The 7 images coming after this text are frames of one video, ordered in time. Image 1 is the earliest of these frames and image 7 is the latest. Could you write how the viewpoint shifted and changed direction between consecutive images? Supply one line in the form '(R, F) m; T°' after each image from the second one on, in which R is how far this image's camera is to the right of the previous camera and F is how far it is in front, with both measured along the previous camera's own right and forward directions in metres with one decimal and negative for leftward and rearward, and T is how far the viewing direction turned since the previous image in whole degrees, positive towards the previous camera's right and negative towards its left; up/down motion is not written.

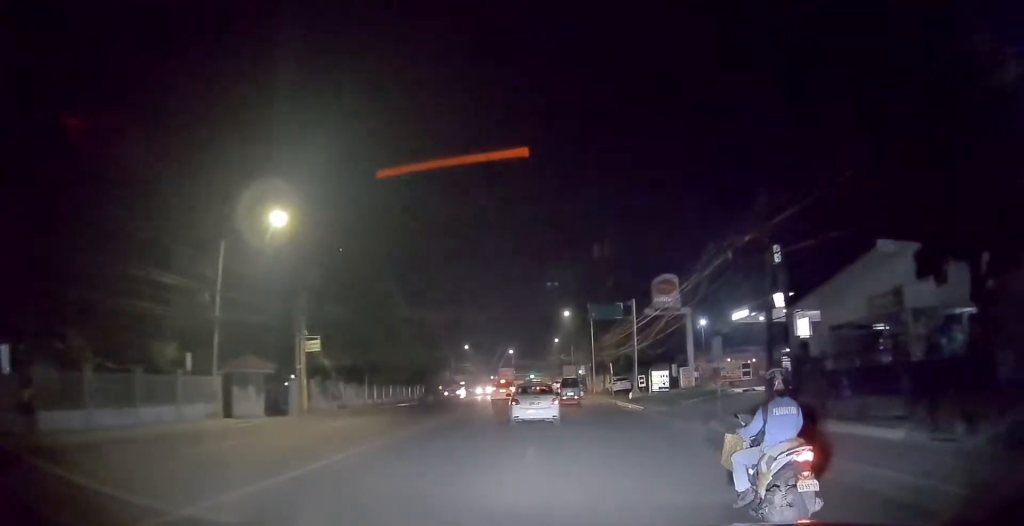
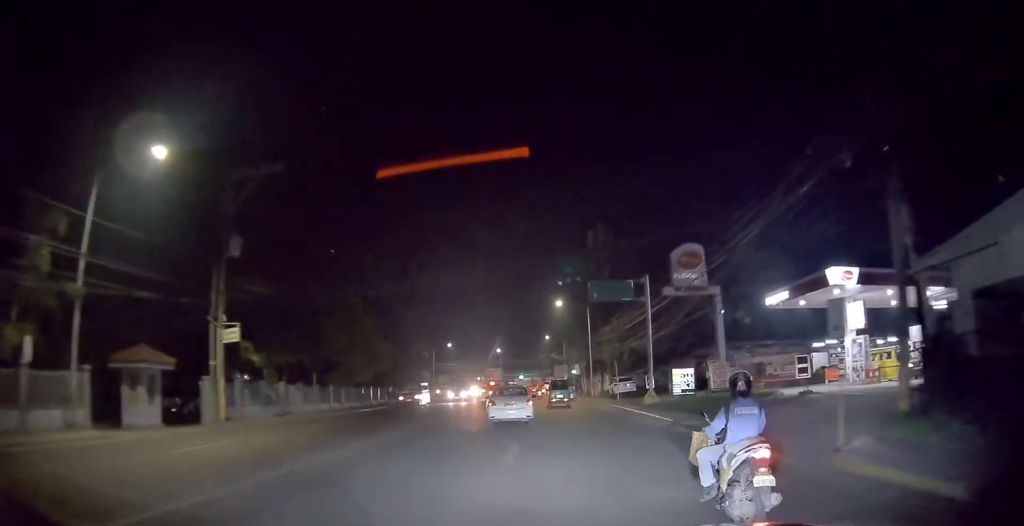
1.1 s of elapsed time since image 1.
(+0.2, +9.1) m; +1°
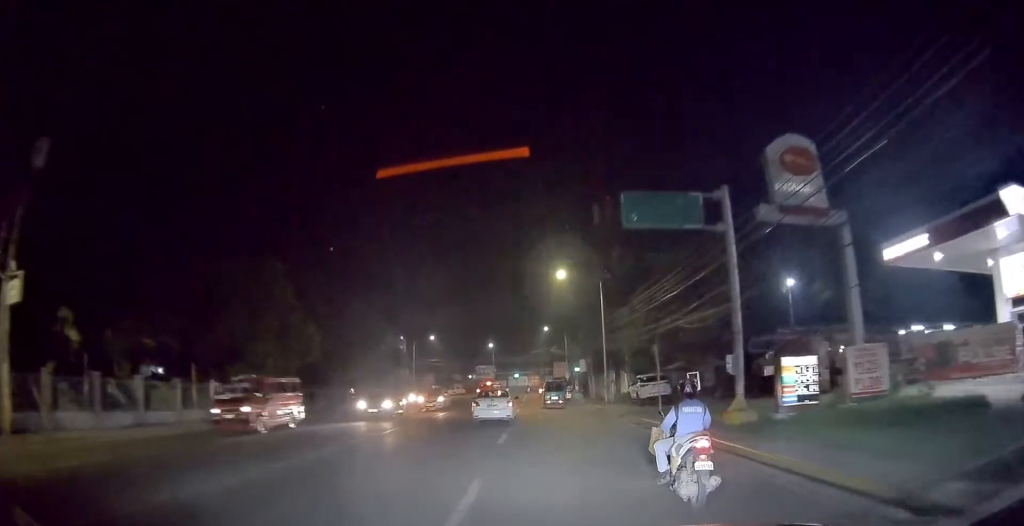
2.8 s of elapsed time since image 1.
(+0.2, +14.1) m; +1°
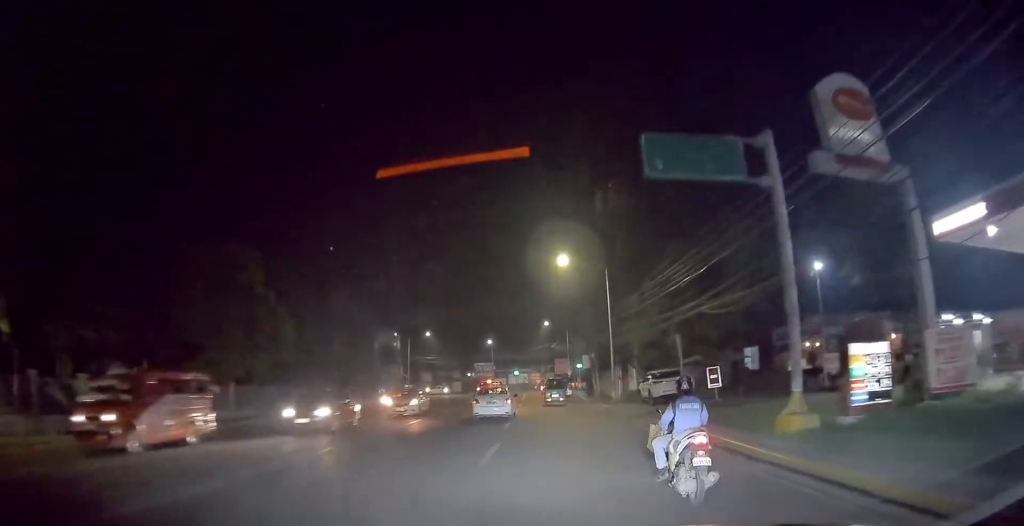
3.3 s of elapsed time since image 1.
(+0.1, +3.7) m; 0°
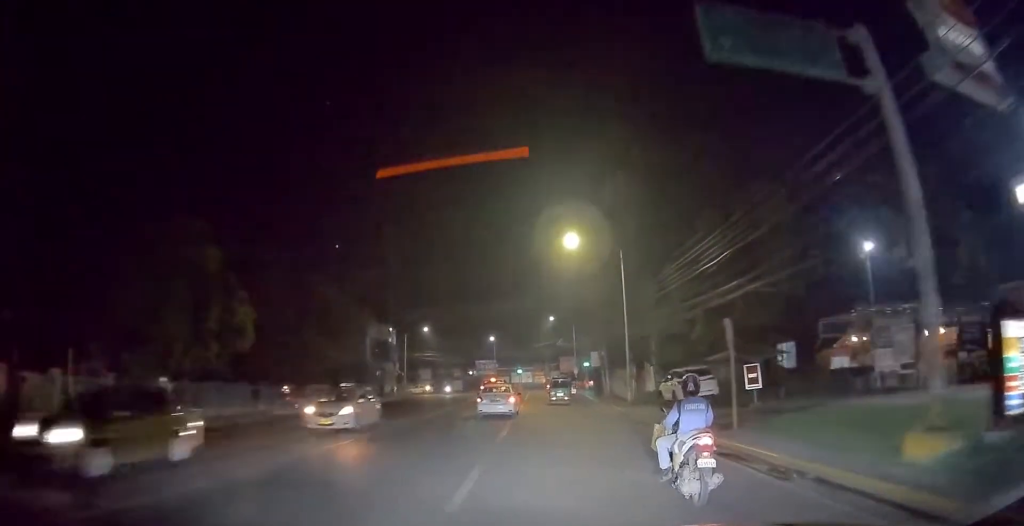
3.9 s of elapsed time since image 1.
(-0.1, +4.8) m; 0°
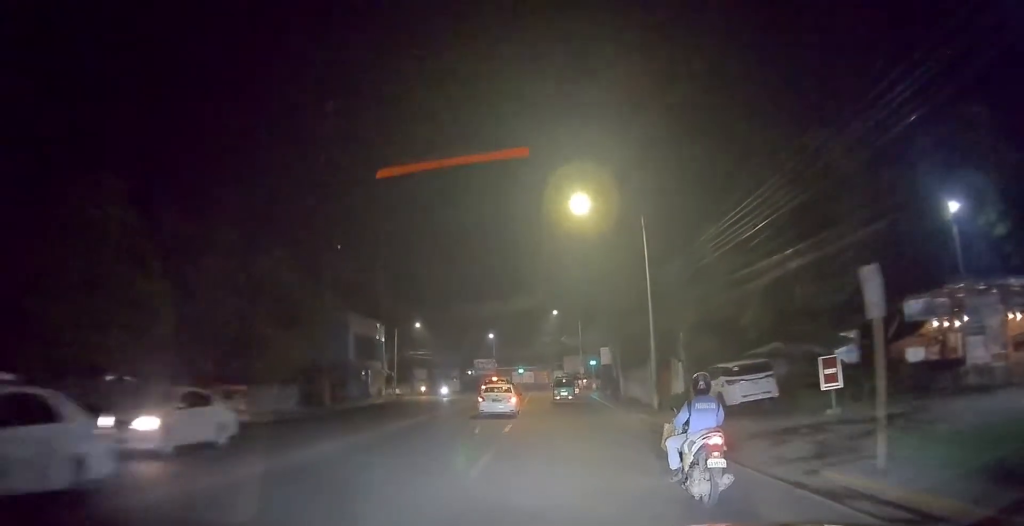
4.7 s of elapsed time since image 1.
(0.0, +6.6) m; 0°
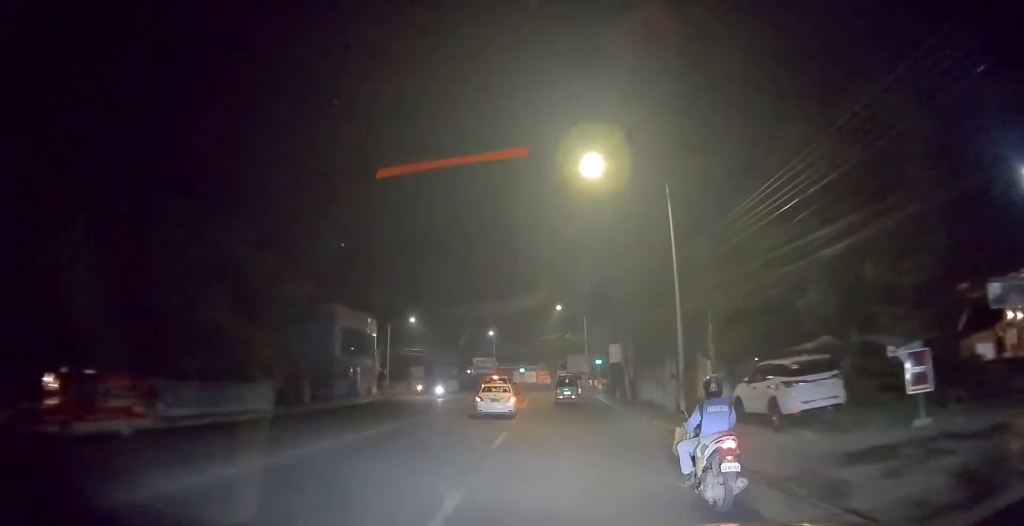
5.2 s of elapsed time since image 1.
(0.0, +4.5) m; 0°
